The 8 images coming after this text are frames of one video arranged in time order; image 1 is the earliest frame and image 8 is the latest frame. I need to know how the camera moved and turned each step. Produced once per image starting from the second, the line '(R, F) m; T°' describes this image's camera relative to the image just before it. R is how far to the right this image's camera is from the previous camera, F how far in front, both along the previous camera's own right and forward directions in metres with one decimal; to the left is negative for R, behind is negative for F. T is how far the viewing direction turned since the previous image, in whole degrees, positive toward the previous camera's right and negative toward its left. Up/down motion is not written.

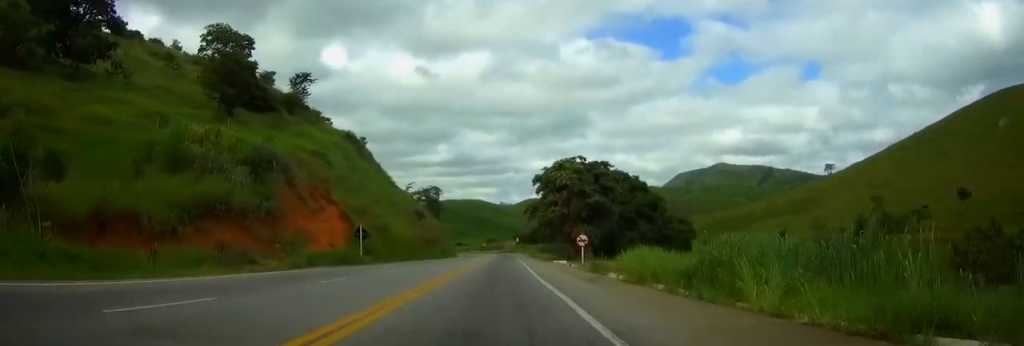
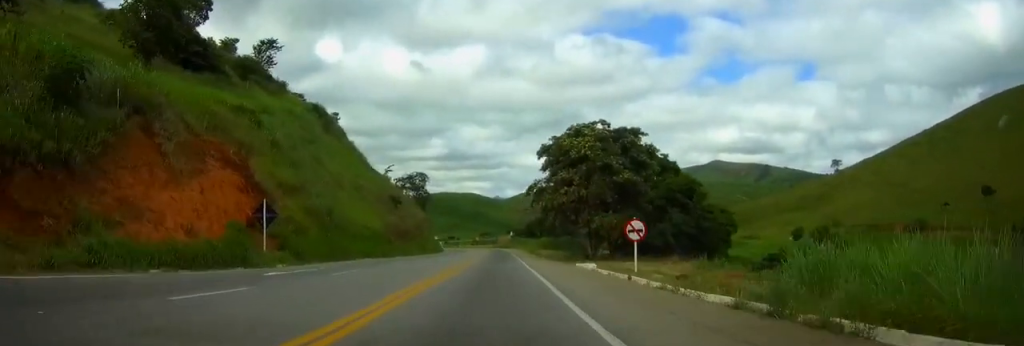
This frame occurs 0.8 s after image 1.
(+0.3, +21.7) m; +1°
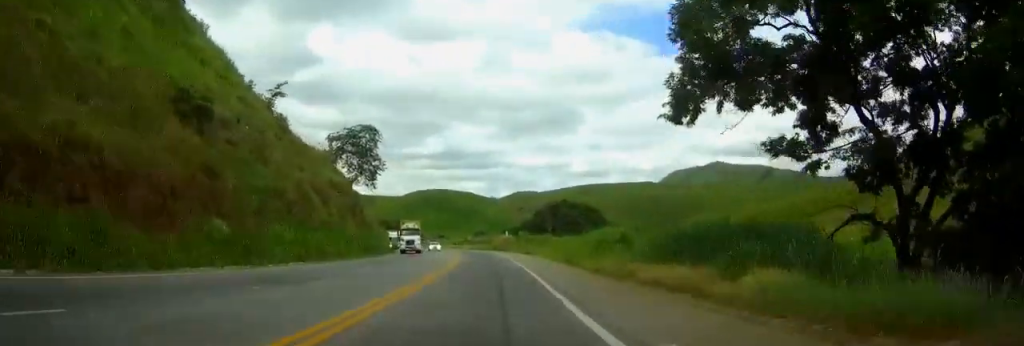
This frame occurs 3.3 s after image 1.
(+0.2, +66.9) m; 0°
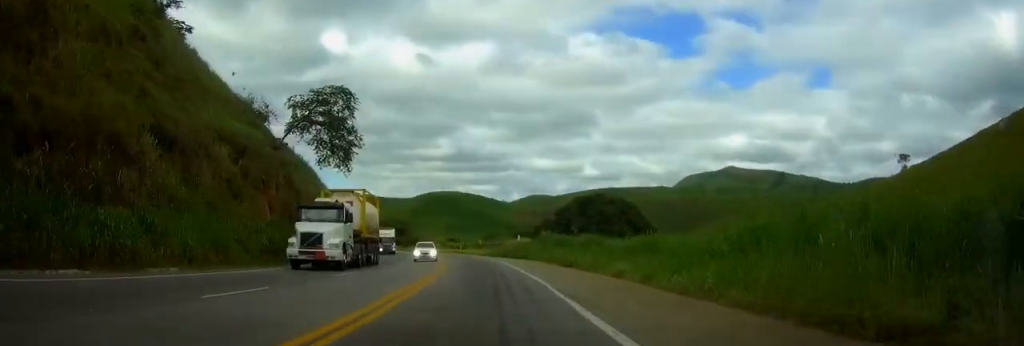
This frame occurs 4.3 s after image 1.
(-0.2, +26.7) m; -1°
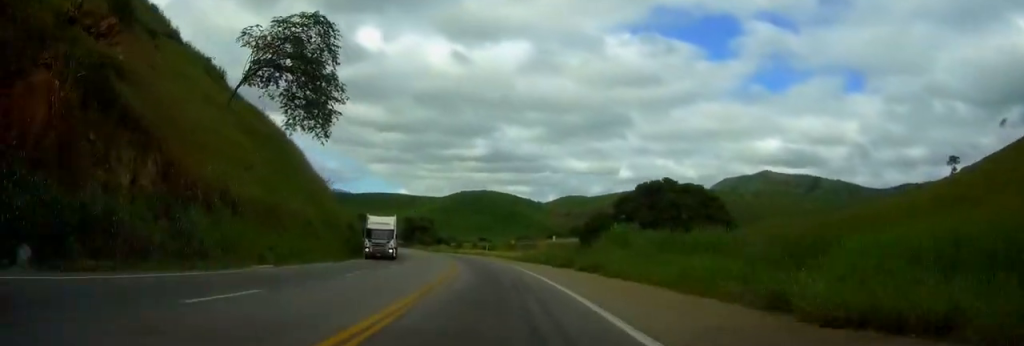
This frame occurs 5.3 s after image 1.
(-0.4, +25.6) m; -2°
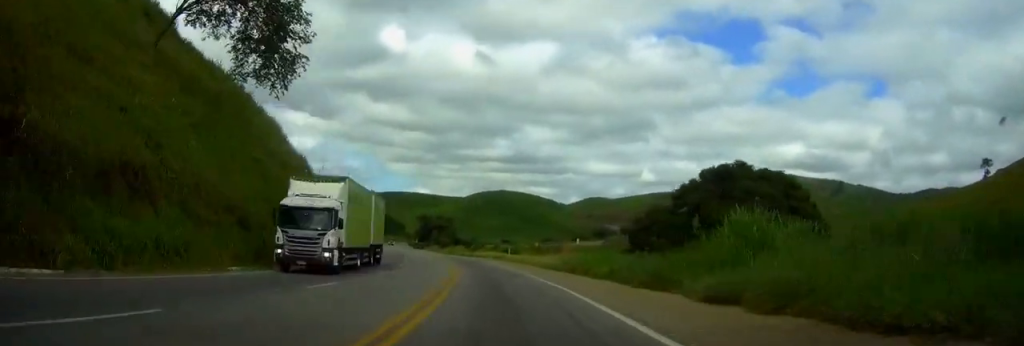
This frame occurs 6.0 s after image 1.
(-0.2, +18.1) m; -2°
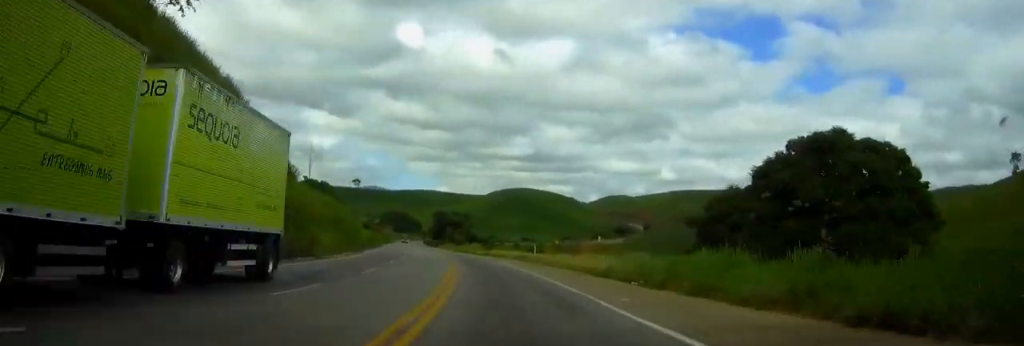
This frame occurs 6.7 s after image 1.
(-0.3, +16.7) m; -2°
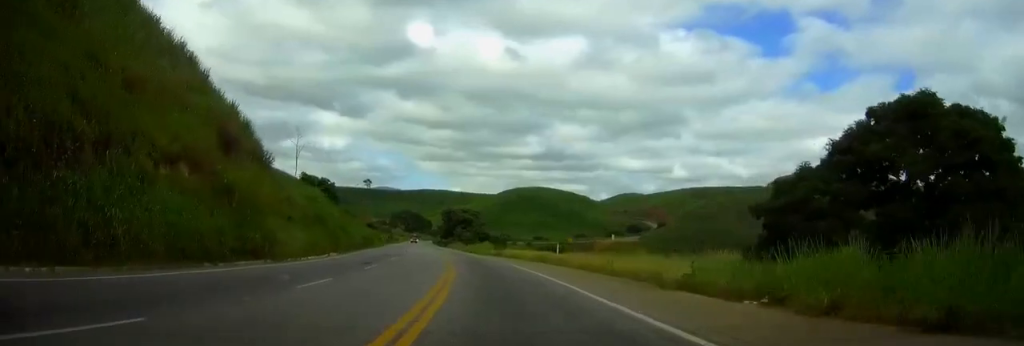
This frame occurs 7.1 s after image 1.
(-0.1, +10.5) m; -1°
